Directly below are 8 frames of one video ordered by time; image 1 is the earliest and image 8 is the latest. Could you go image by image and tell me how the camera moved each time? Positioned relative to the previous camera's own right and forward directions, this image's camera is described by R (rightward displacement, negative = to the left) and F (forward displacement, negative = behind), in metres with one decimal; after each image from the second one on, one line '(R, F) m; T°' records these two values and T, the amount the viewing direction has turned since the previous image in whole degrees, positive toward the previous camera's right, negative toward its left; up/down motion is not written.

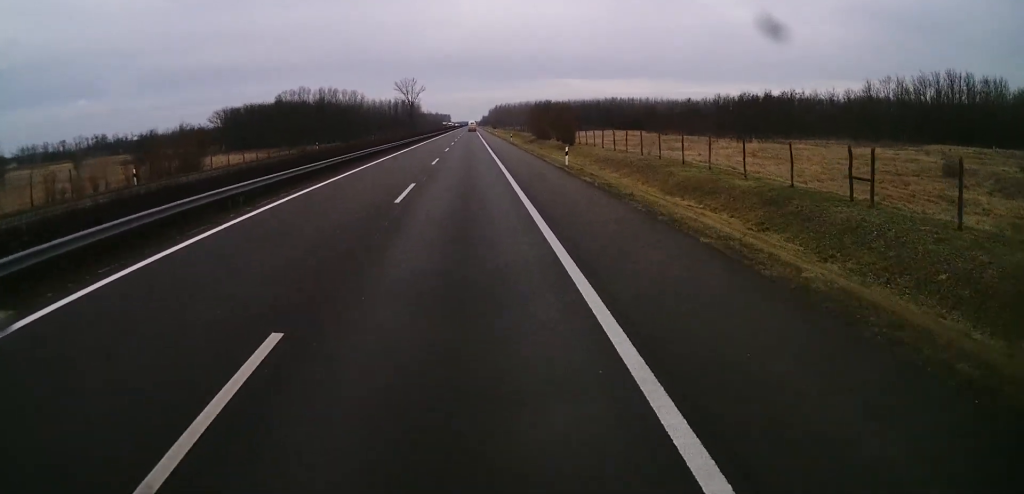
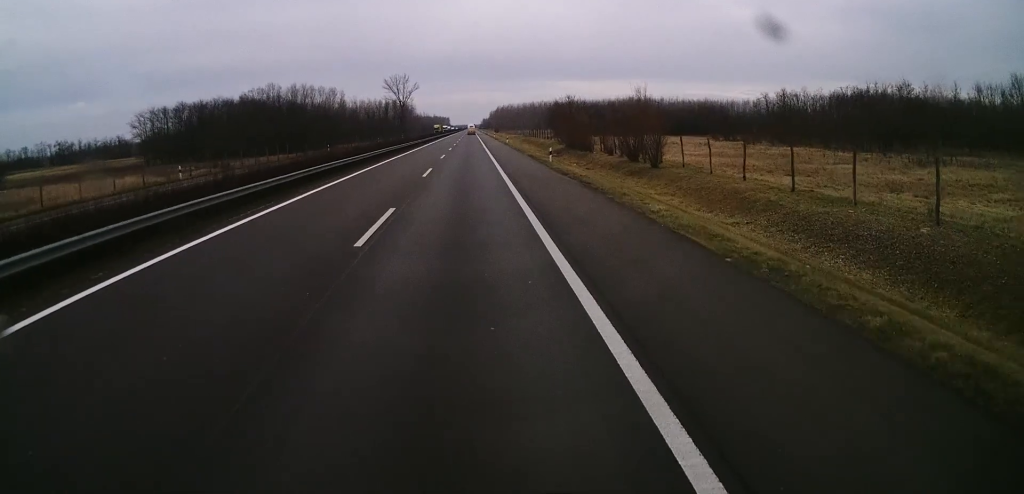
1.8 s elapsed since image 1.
(+0.5, +42.3) m; +1°
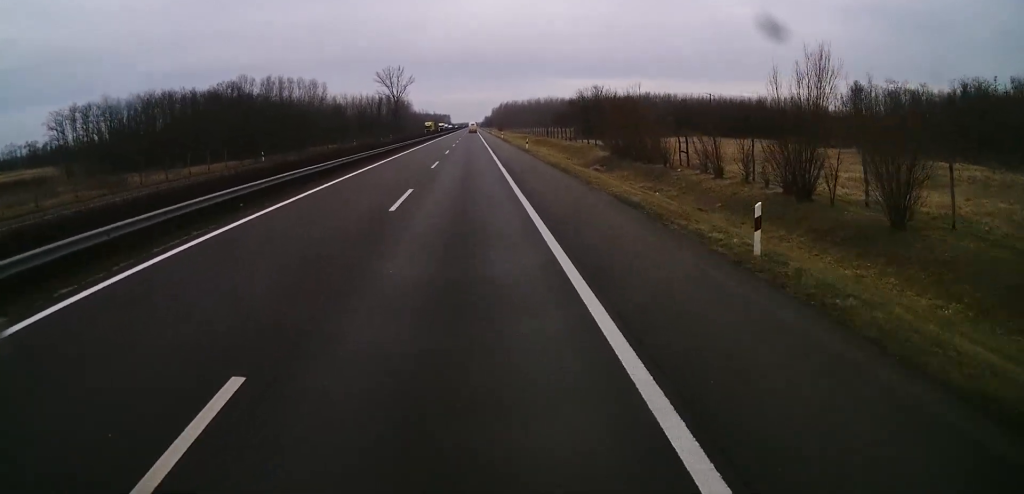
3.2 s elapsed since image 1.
(-0.1, +30.8) m; 0°
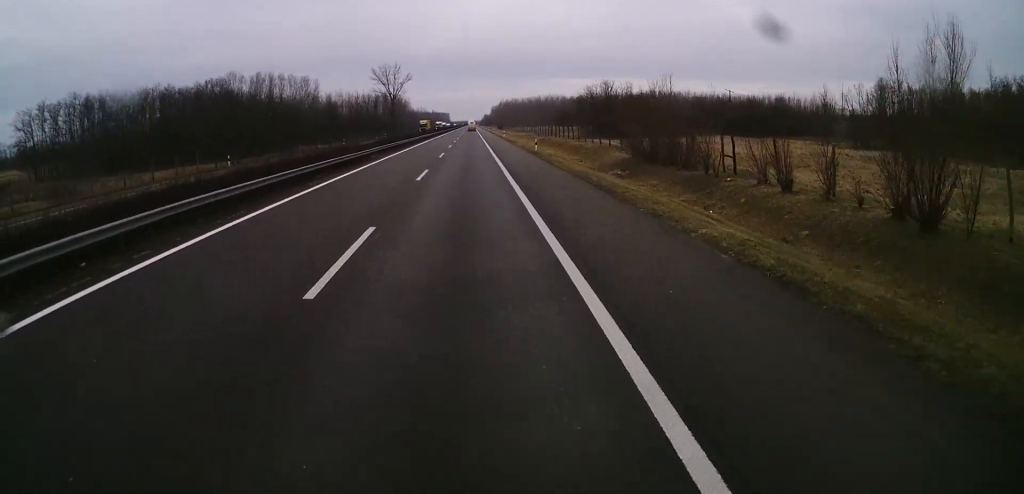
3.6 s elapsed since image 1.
(0.0, +9.3) m; 0°
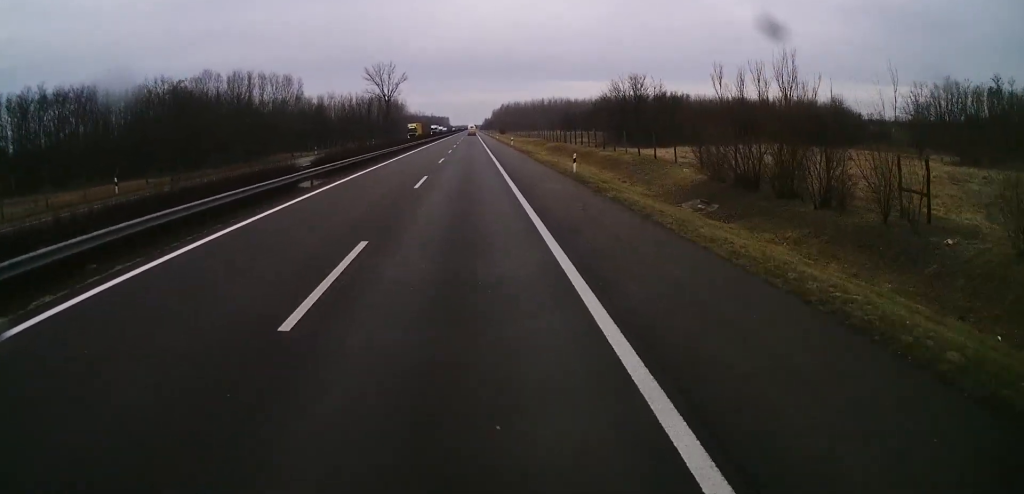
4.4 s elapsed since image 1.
(+0.1, +19.3) m; 0°
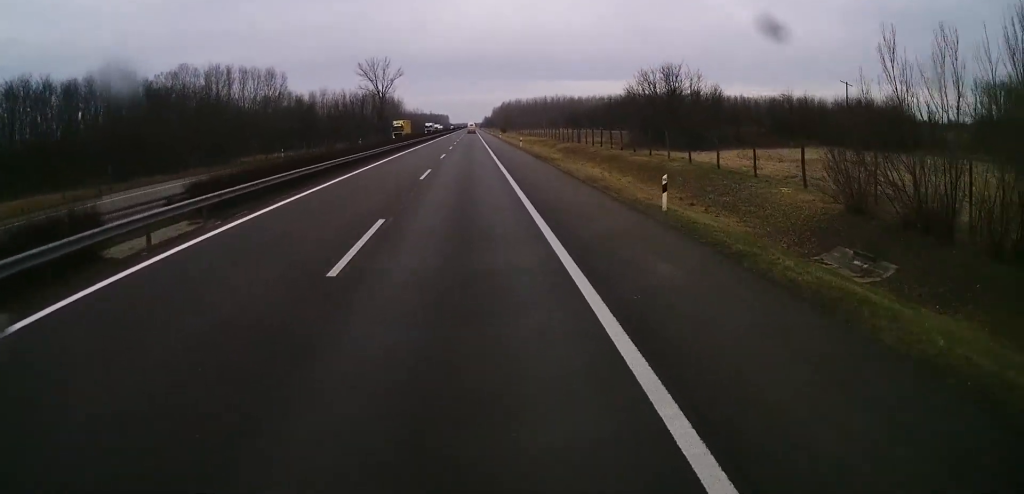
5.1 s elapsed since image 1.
(-0.2, +15.4) m; 0°
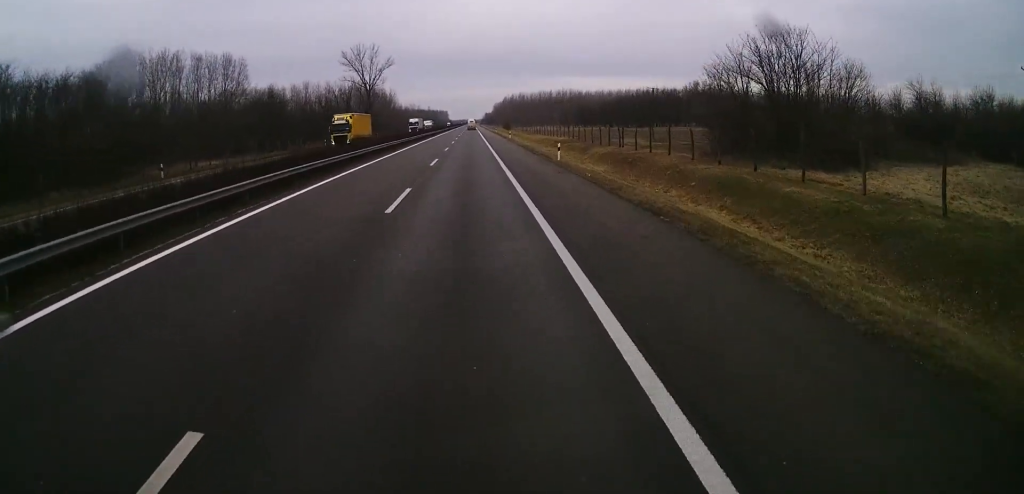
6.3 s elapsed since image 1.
(-0.1, +29.2) m; 0°
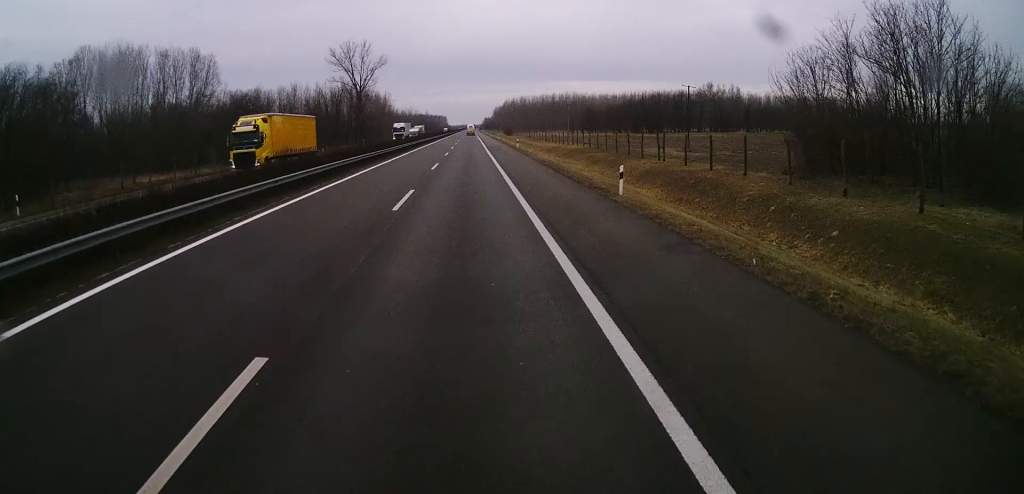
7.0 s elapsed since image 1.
(+0.2, +16.2) m; 0°
